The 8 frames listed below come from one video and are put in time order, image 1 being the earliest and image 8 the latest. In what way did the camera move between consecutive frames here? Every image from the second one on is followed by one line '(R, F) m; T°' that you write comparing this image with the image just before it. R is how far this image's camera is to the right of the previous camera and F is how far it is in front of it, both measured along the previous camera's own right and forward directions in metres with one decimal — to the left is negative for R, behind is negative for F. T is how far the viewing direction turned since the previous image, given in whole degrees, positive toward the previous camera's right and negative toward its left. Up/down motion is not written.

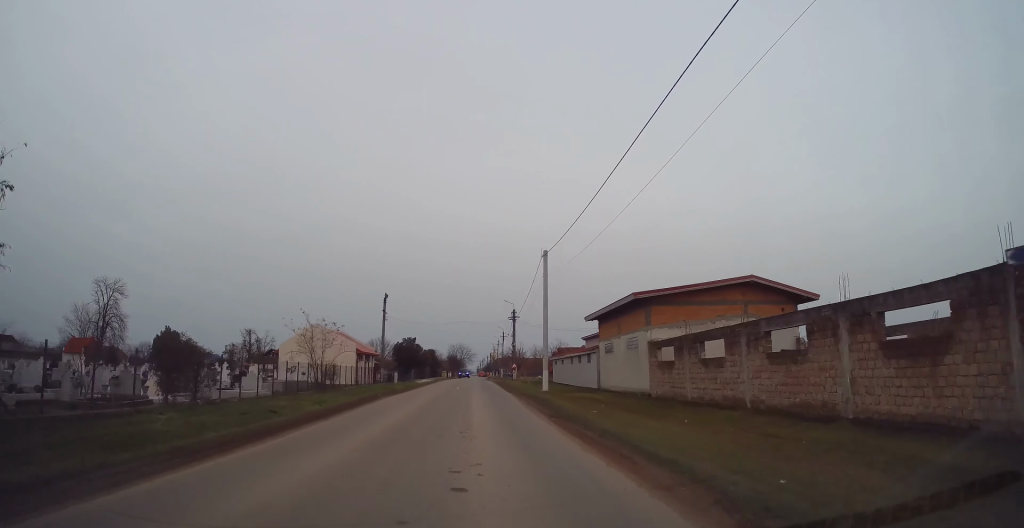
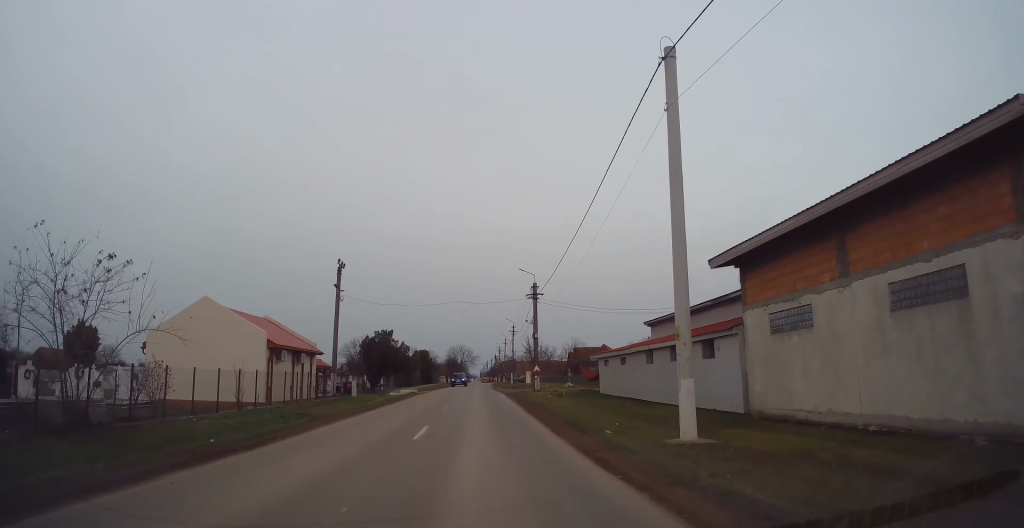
(0.0, +24.6) m; 0°
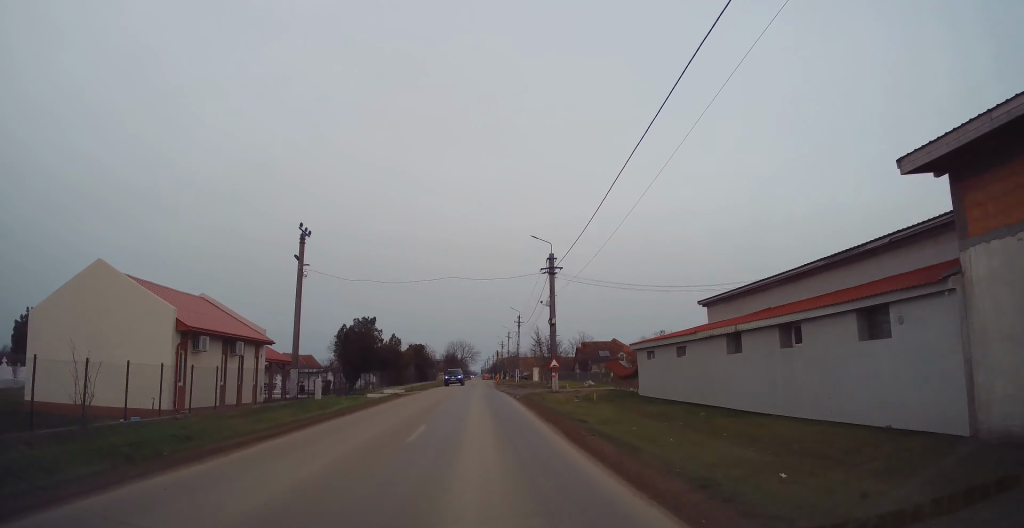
(0.0, +10.3) m; 0°
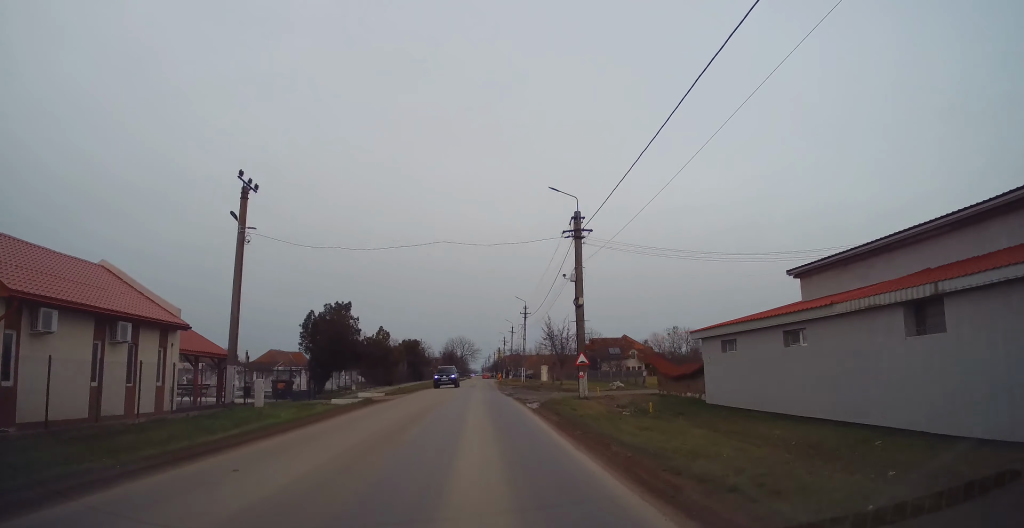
(+0.1, +9.6) m; 0°
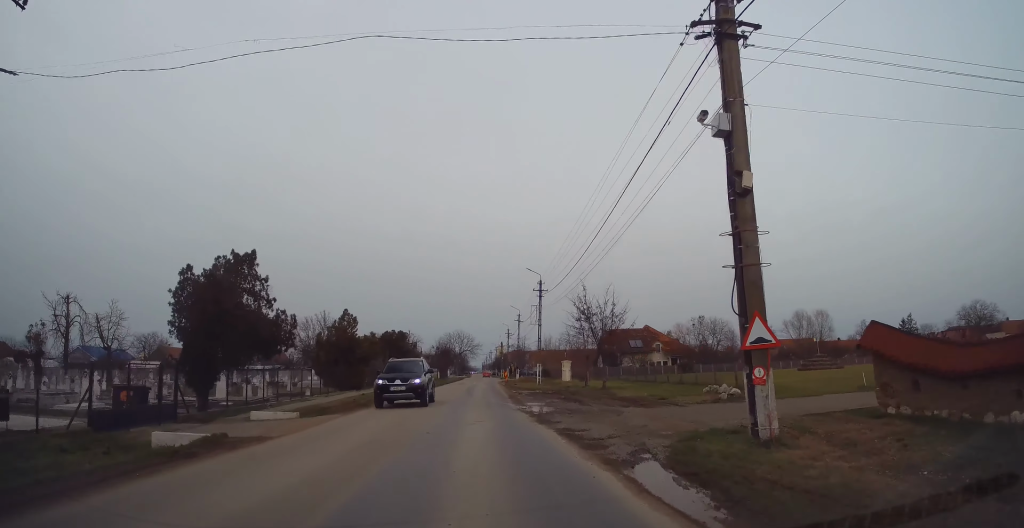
(-0.1, +17.6) m; -2°
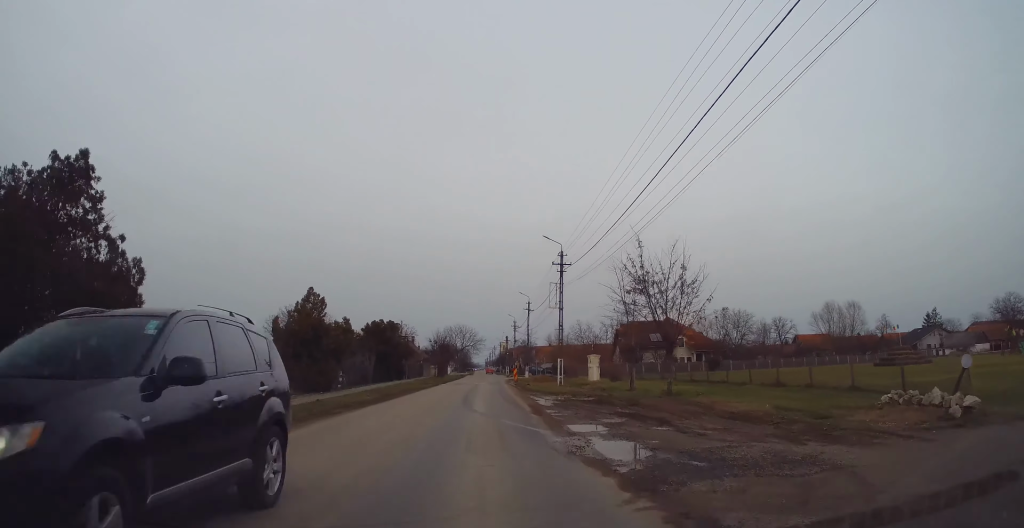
(-0.3, +11.8) m; +1°
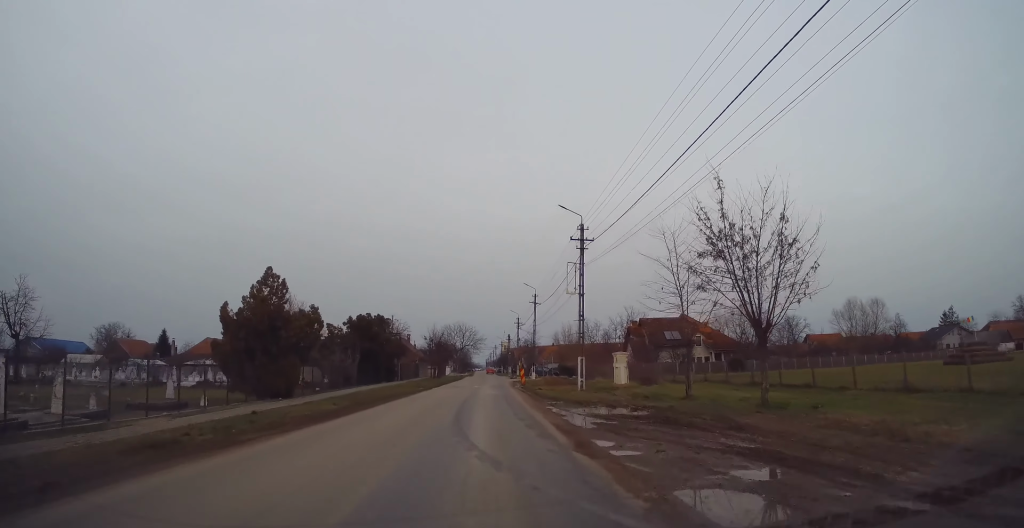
(0.0, +8.3) m; +1°
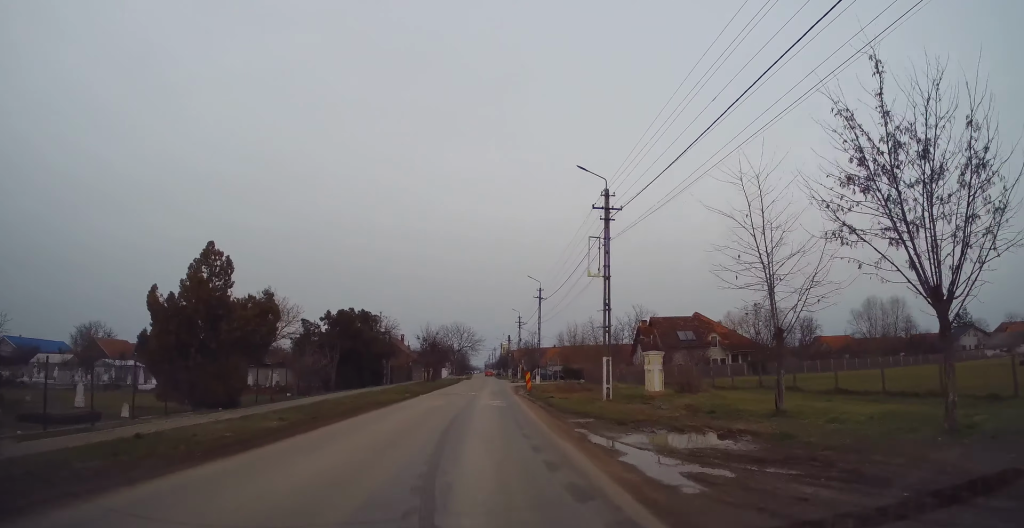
(+0.3, +6.9) m; +1°
